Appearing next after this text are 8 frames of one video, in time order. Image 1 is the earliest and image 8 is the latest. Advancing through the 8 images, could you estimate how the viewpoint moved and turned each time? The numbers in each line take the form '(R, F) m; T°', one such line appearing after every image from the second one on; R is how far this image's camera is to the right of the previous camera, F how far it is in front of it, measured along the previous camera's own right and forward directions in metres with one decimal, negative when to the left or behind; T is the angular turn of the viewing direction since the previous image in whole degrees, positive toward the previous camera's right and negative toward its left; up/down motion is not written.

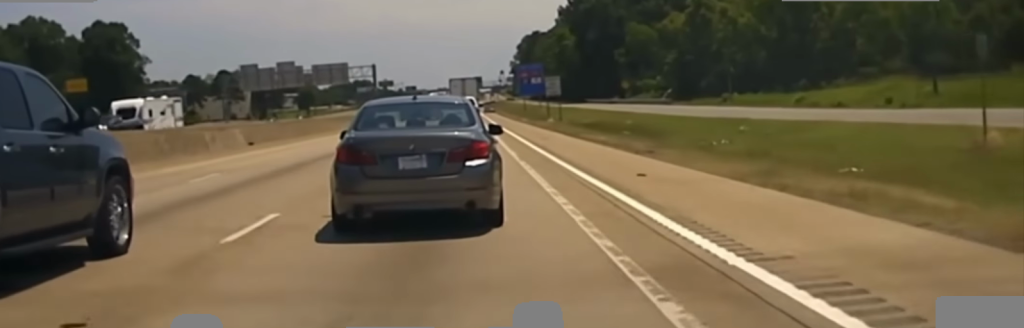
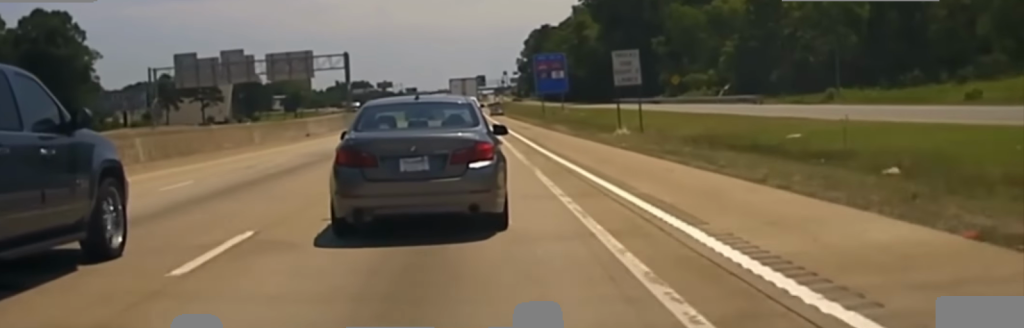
(0.0, +38.2) m; 0°
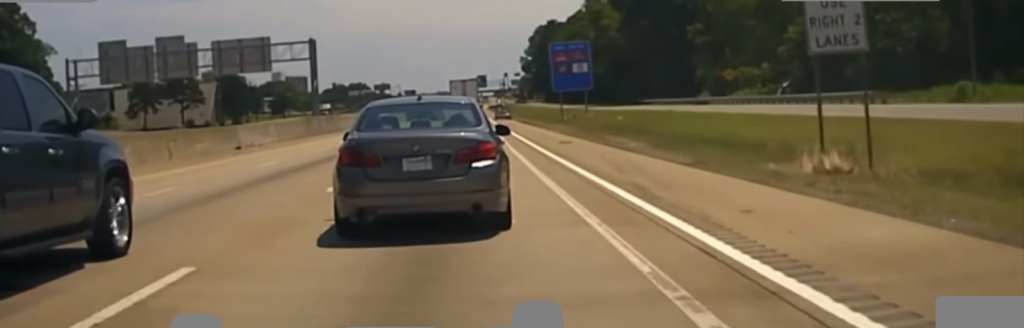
(0.0, +26.5) m; 0°
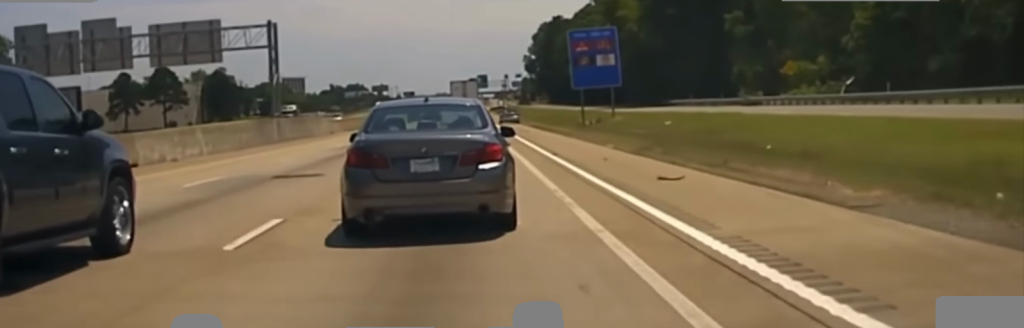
(0.0, +20.0) m; 0°
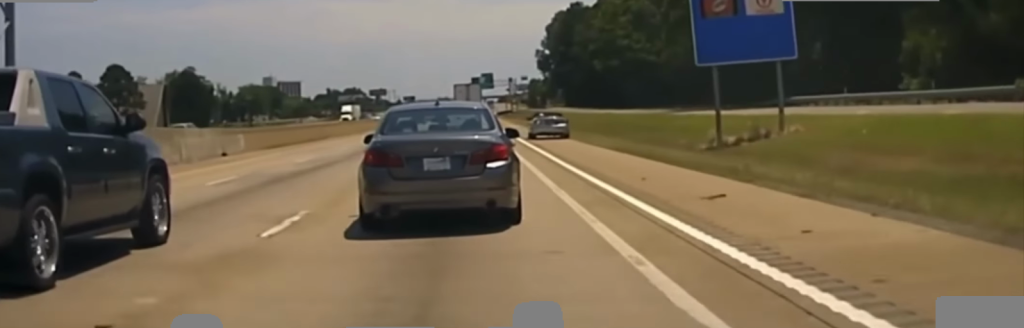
(0.0, +48.0) m; 0°
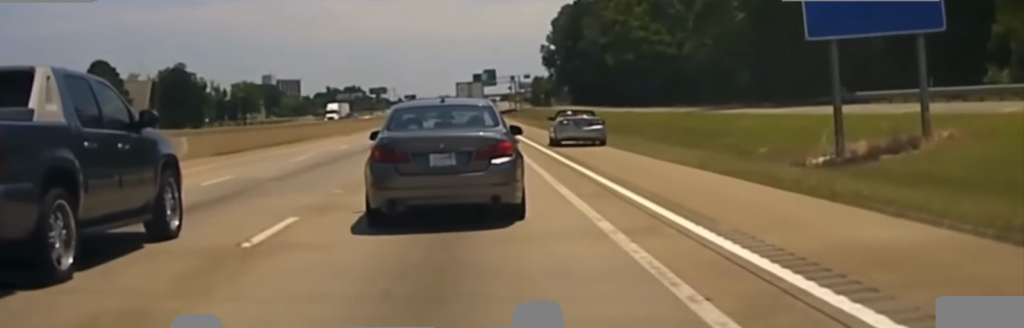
(0.0, +13.6) m; 0°
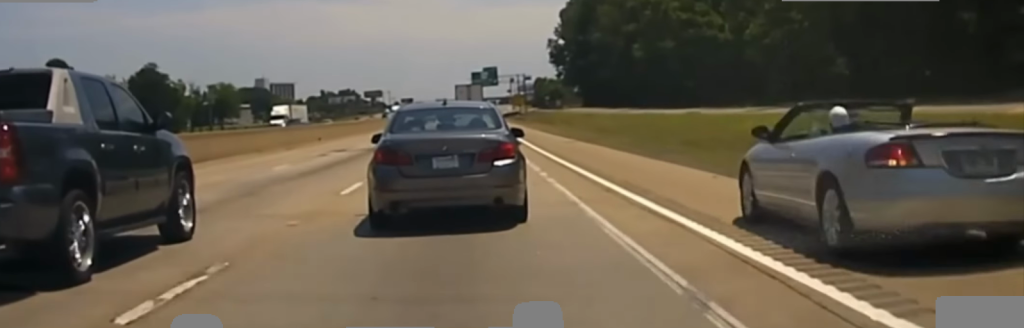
(0.0, +32.5) m; 0°
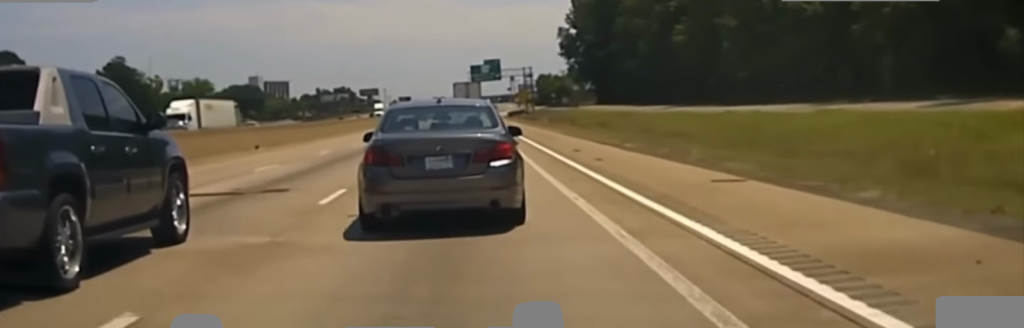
(0.0, +29.1) m; 0°
